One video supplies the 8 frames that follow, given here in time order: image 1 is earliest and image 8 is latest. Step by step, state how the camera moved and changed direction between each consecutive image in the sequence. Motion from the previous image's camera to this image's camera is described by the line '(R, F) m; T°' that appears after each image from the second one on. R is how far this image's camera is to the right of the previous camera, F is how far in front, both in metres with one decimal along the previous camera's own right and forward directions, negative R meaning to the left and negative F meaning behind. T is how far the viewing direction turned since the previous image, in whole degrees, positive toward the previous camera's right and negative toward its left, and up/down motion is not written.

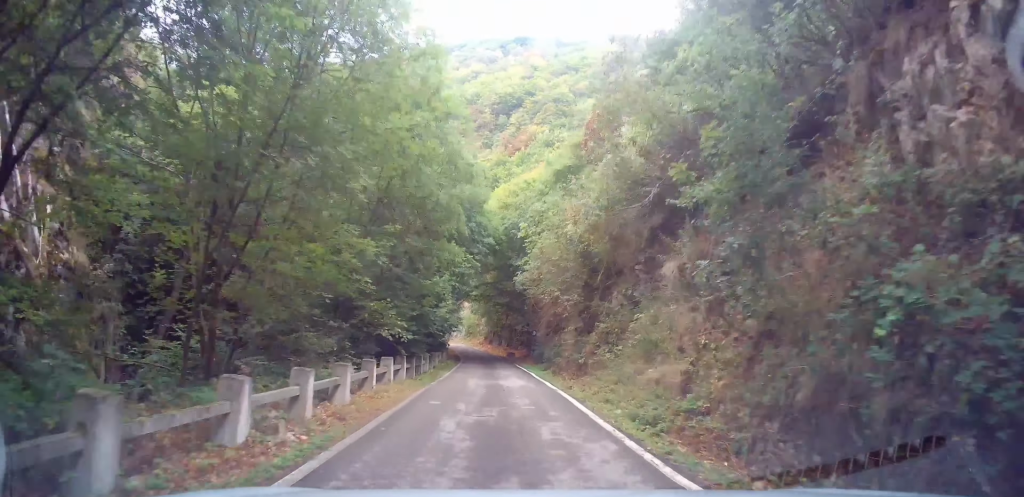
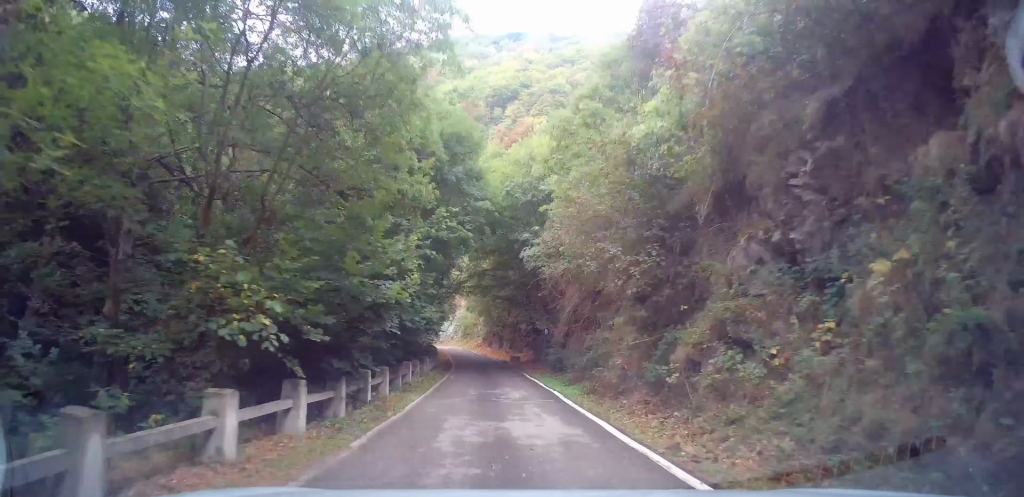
(0.0, +8.5) m; +1°
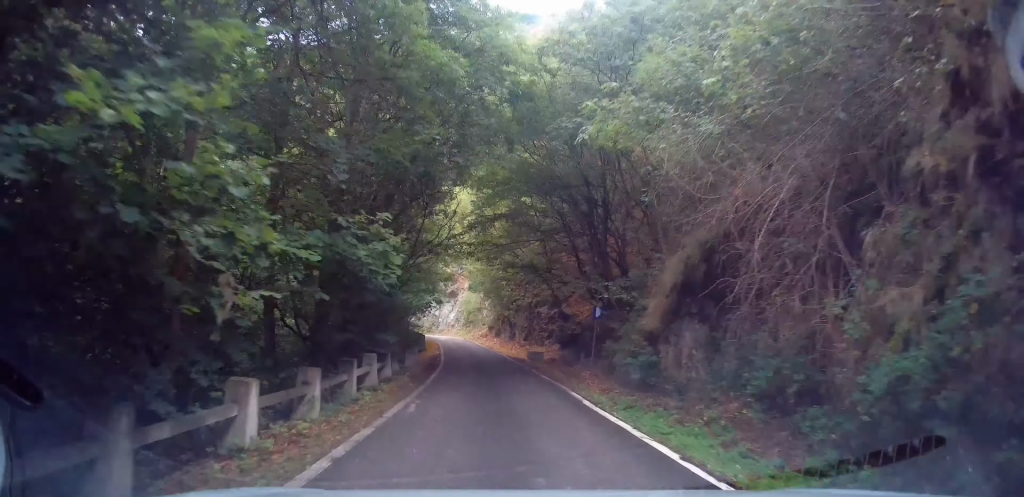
(+0.3, +11.9) m; 0°
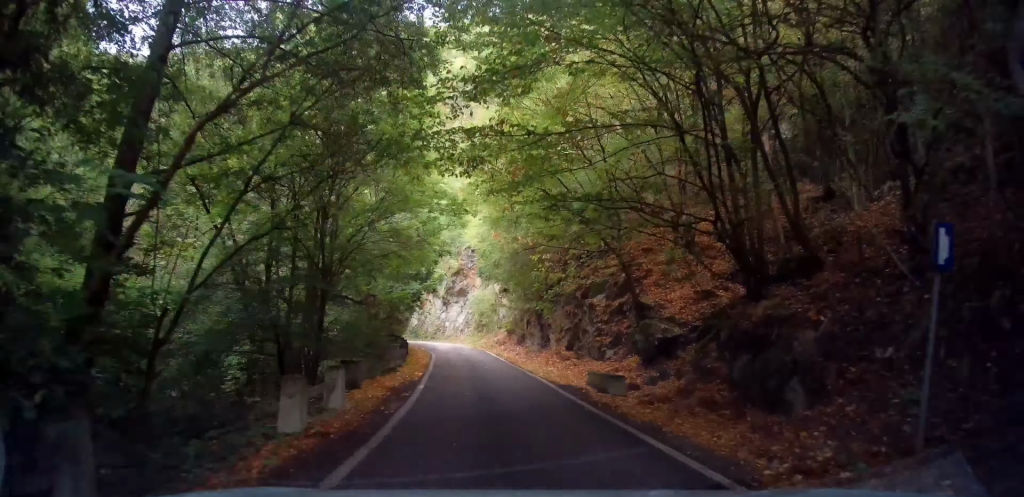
(-0.3, +12.9) m; -3°
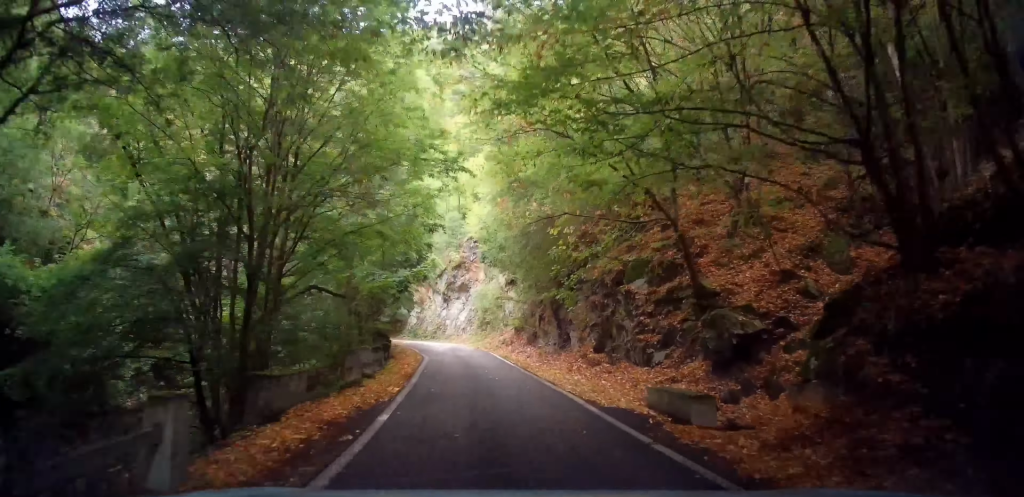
(-0.2, +5.0) m; 0°
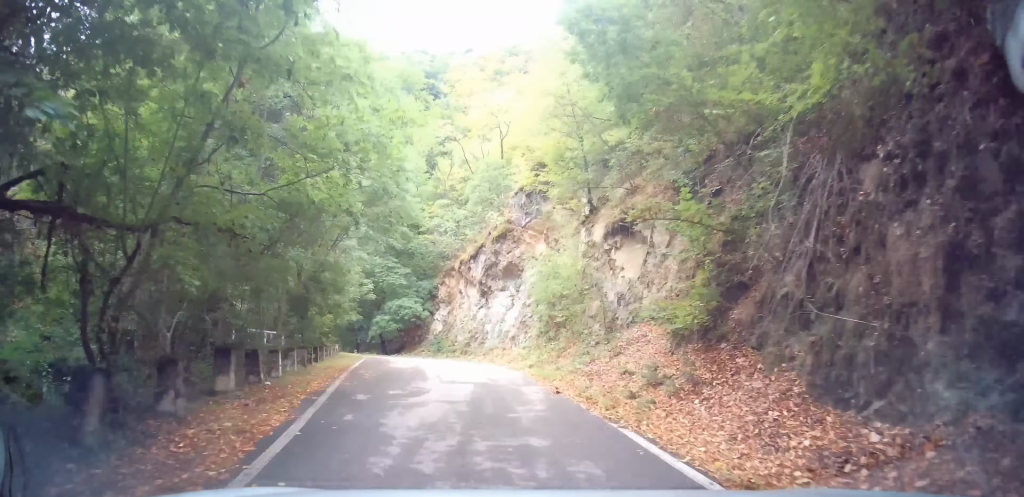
(-0.1, +22.1) m; -3°
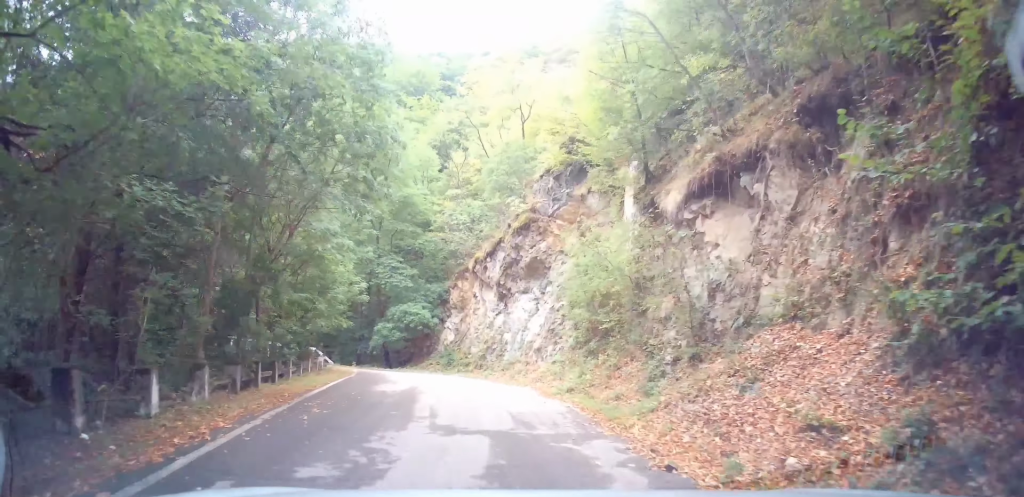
(-0.1, +6.0) m; -5°
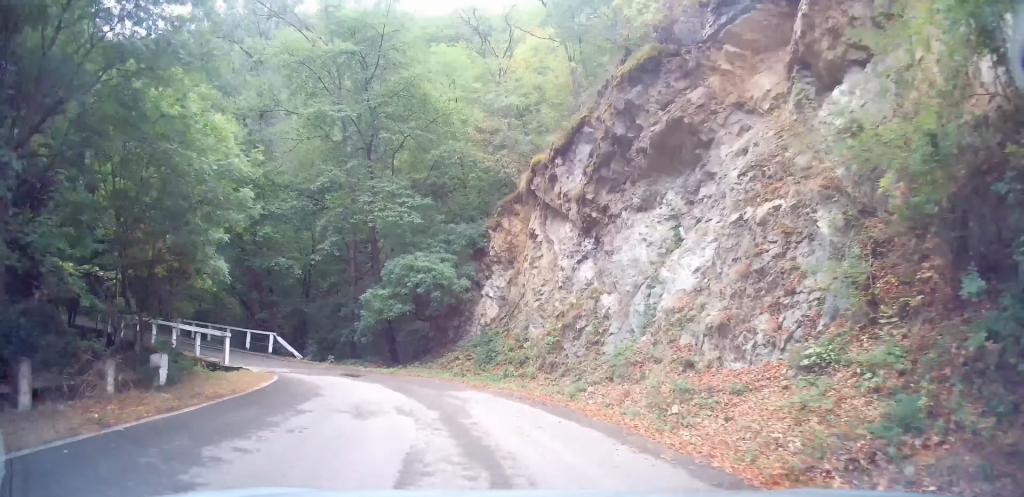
(-1.1, +16.2) m; -6°
